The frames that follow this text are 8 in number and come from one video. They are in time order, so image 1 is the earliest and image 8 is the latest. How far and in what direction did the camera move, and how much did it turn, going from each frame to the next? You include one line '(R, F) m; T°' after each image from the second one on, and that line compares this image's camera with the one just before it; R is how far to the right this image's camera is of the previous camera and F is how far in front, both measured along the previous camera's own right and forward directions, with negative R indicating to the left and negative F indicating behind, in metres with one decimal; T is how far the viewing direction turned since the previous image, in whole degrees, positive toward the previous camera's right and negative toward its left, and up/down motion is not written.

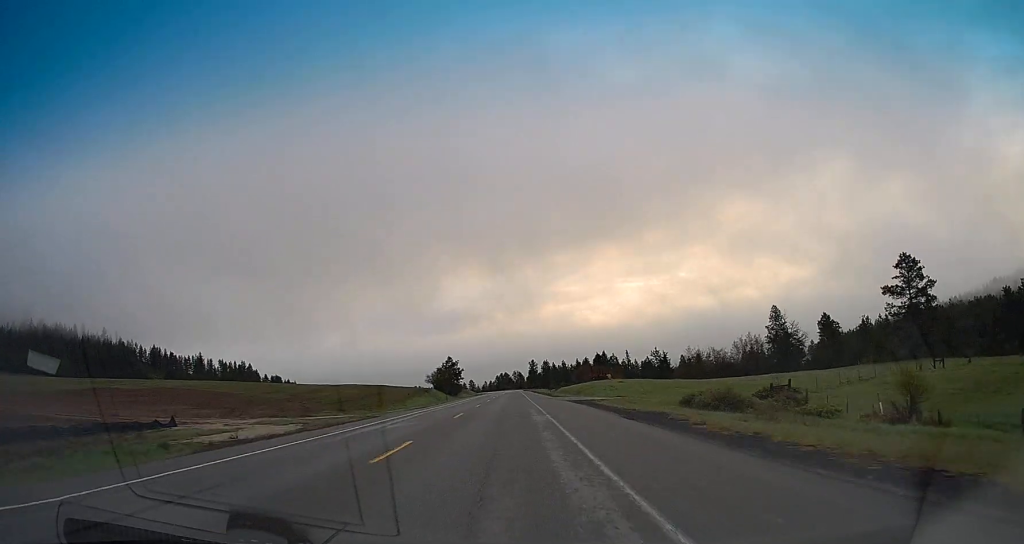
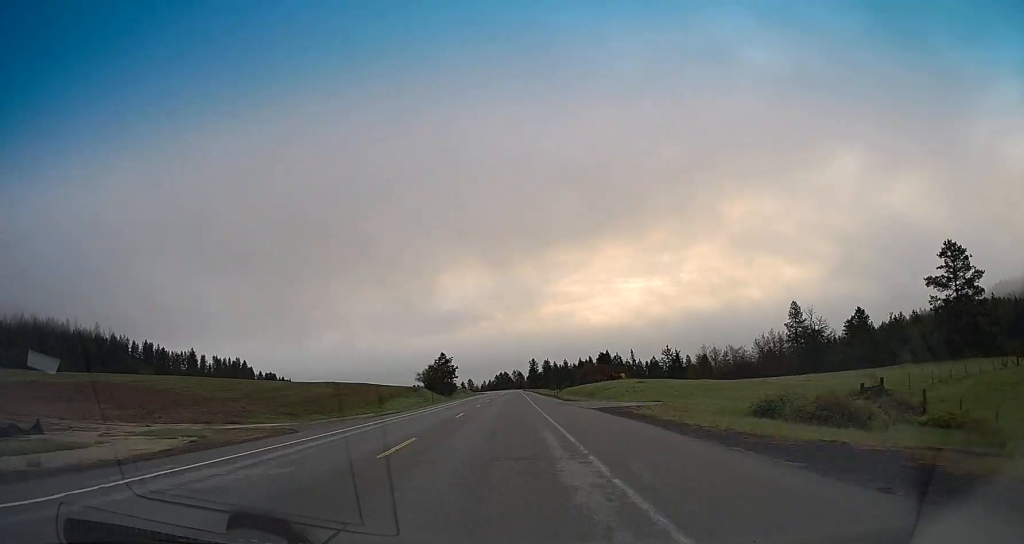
(+0.1, +14.4) m; 0°
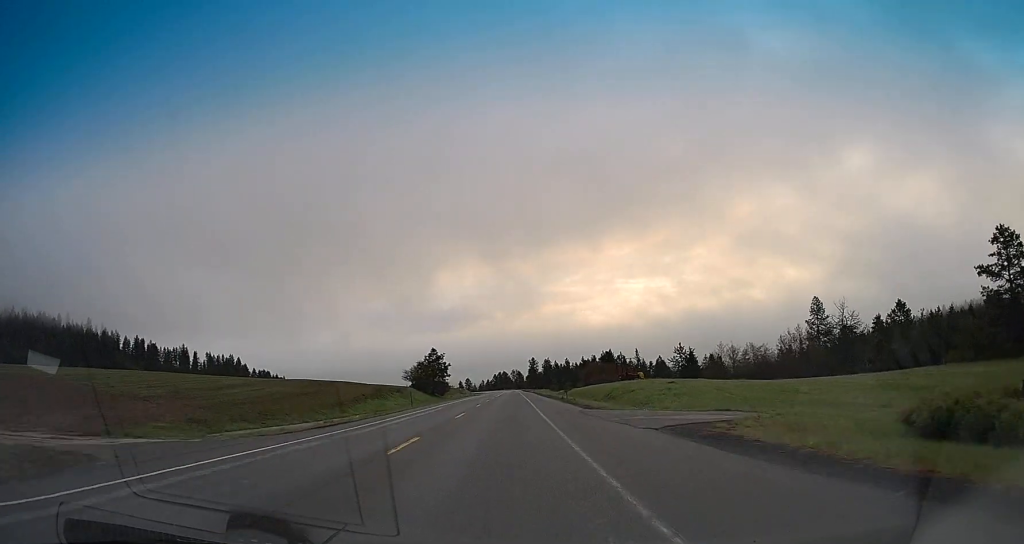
(0.0, +14.4) m; 0°
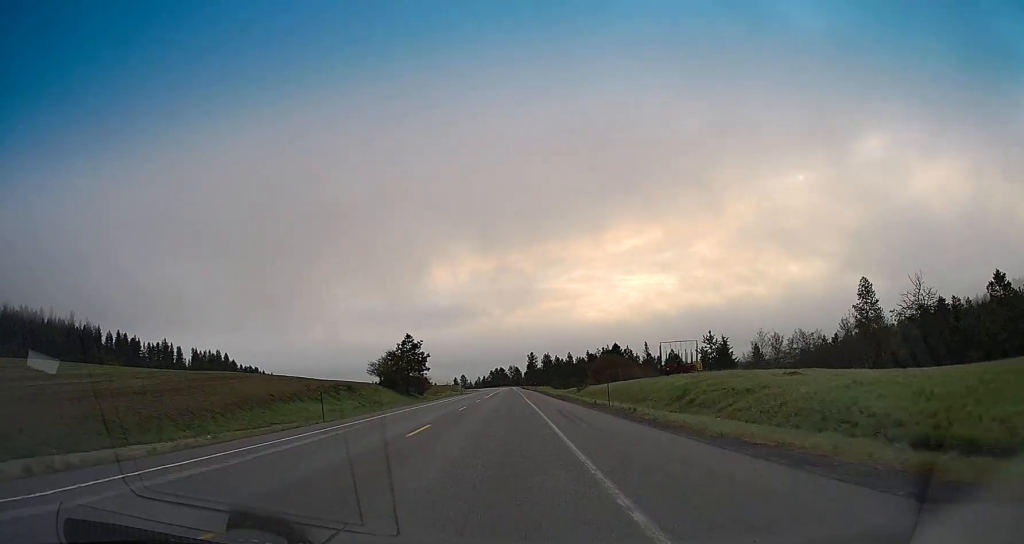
(-0.3, +27.0) m; 0°
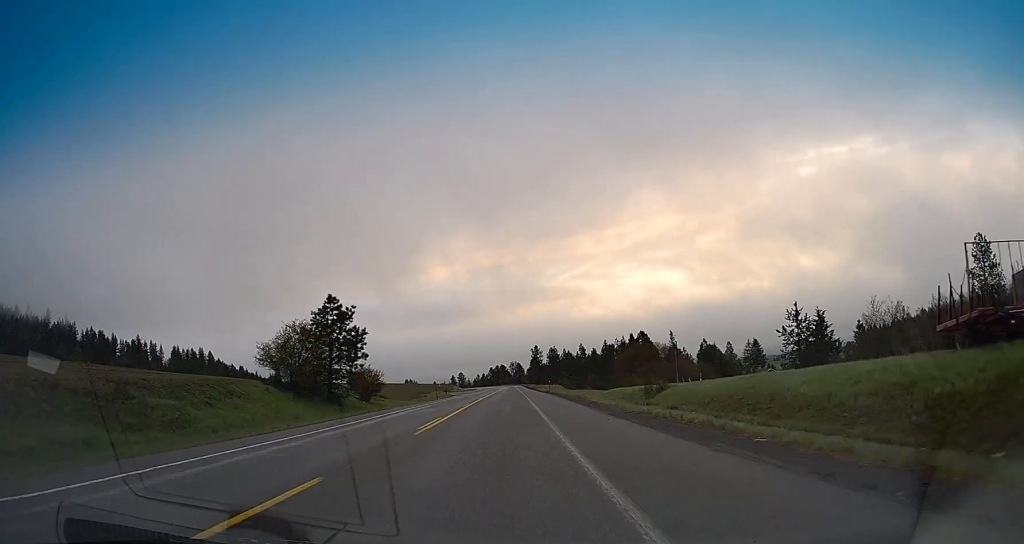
(+0.2, +42.5) m; +1°
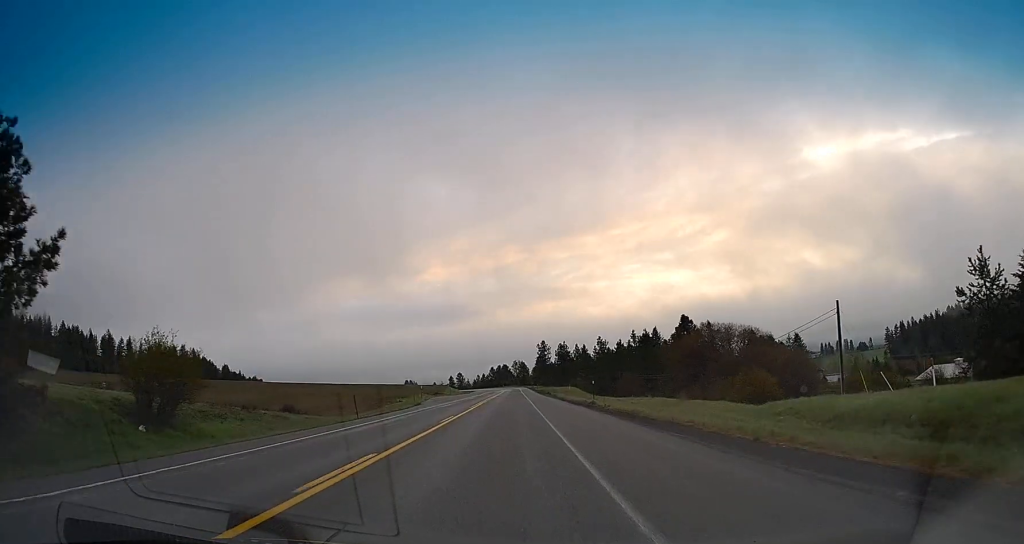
(+0.1, +42.5) m; -1°
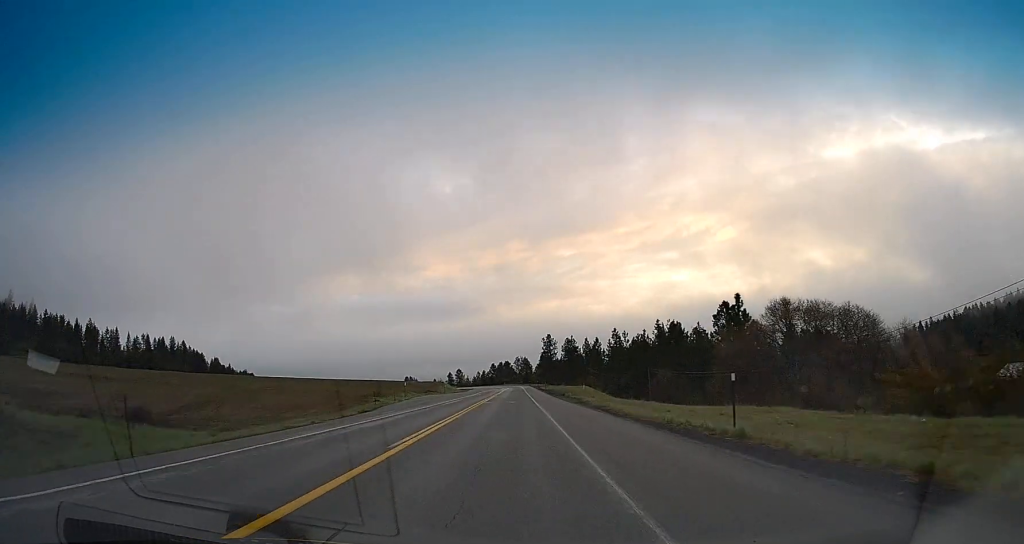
(-0.3, +24.3) m; 0°
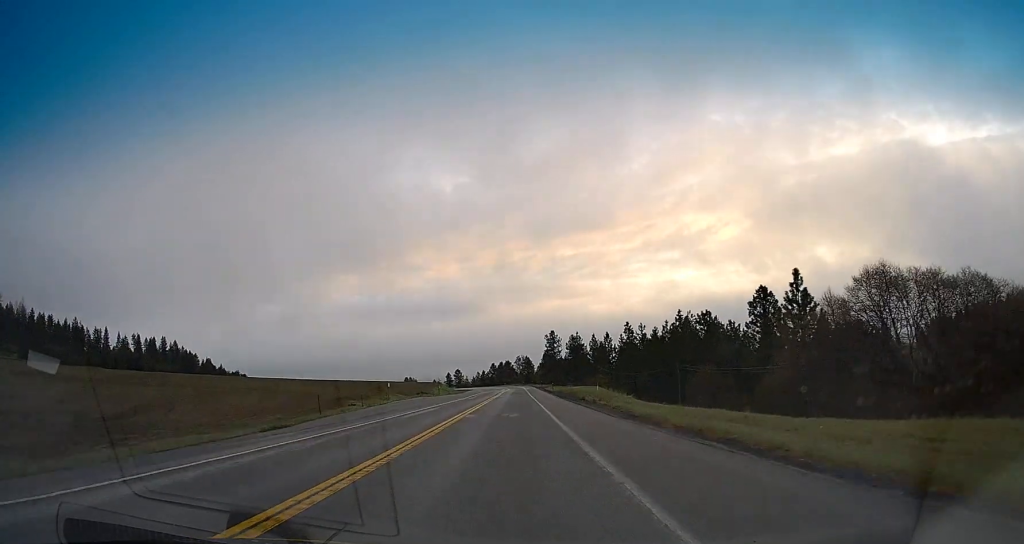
(+0.1, +17.1) m; 0°
